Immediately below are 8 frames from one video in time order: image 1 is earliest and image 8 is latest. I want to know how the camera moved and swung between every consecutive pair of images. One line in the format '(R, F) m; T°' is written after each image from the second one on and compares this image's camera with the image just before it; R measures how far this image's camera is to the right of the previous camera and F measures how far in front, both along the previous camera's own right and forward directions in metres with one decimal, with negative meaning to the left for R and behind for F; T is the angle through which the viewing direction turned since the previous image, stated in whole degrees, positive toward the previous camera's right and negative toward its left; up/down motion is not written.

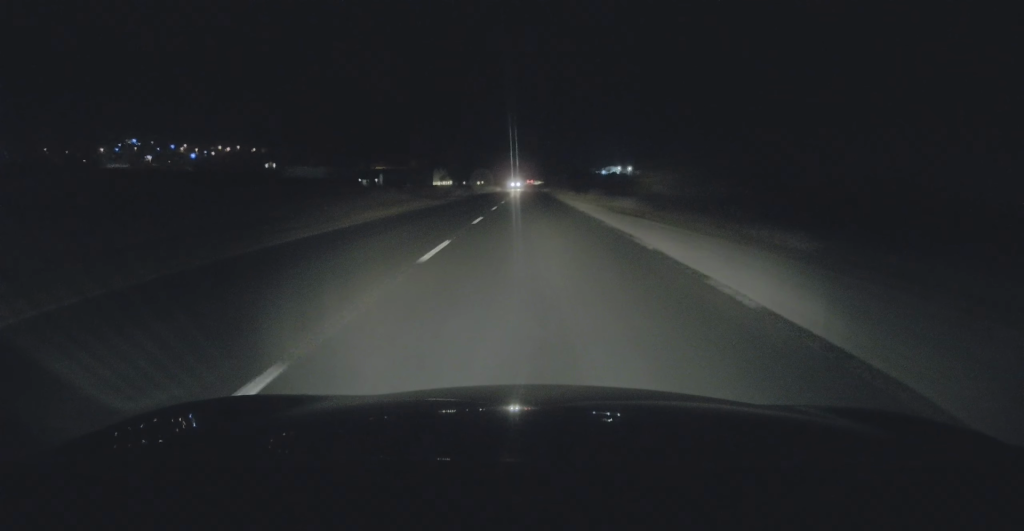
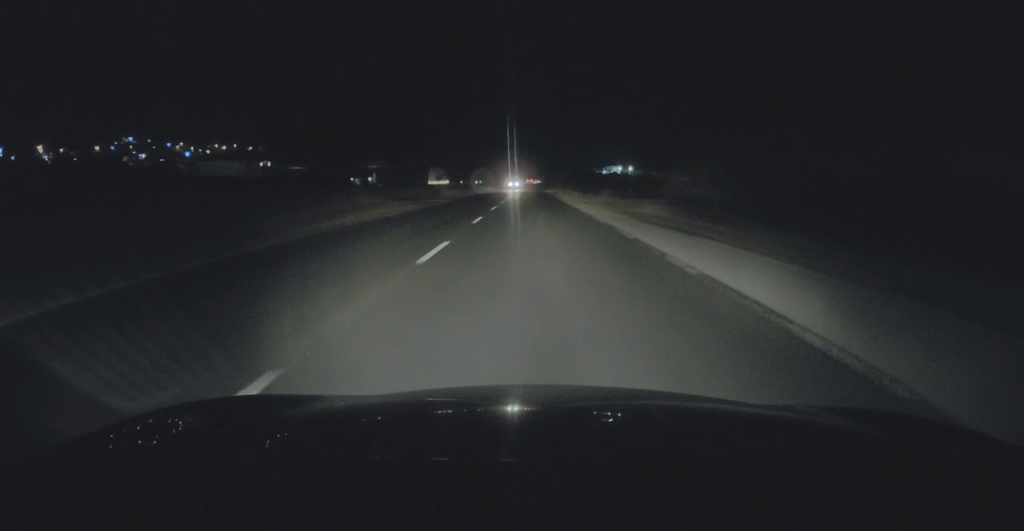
(-0.2, +9.1) m; 0°
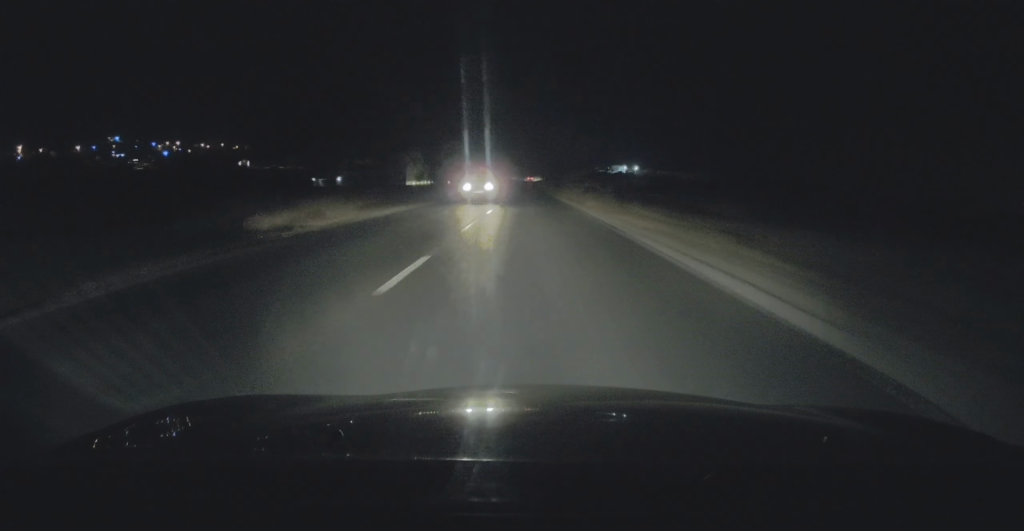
(+0.2, +37.7) m; 0°
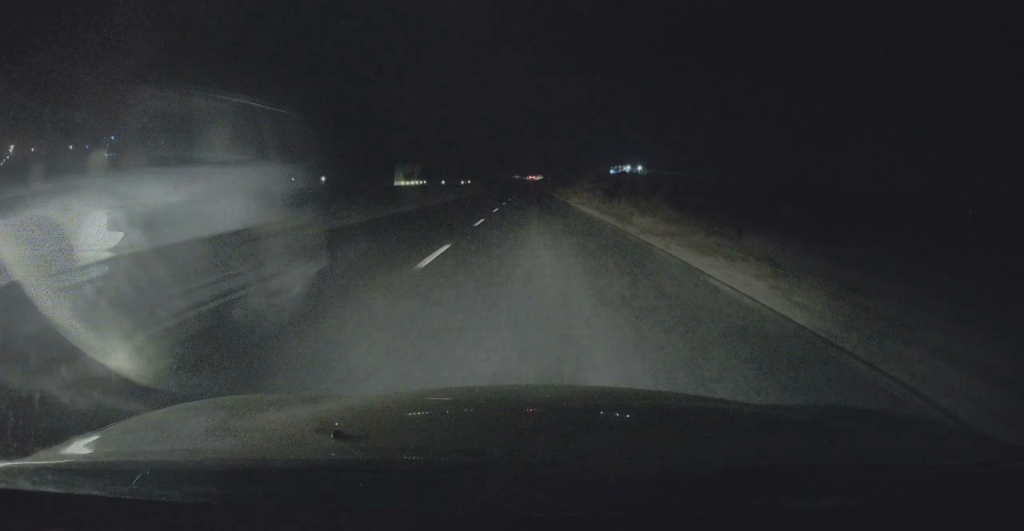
(-0.2, +15.8) m; 0°
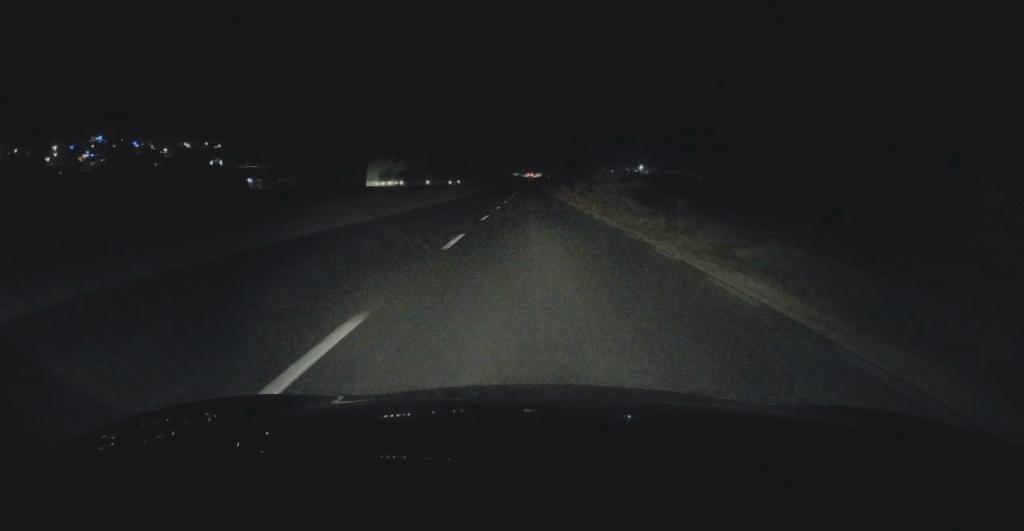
(+0.4, +24.1) m; +1°
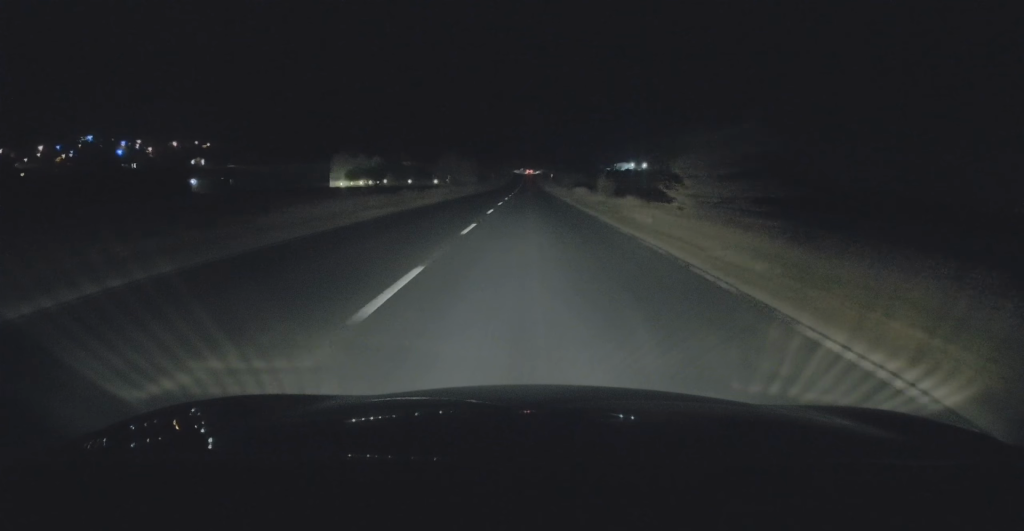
(0.0, +23.3) m; -1°
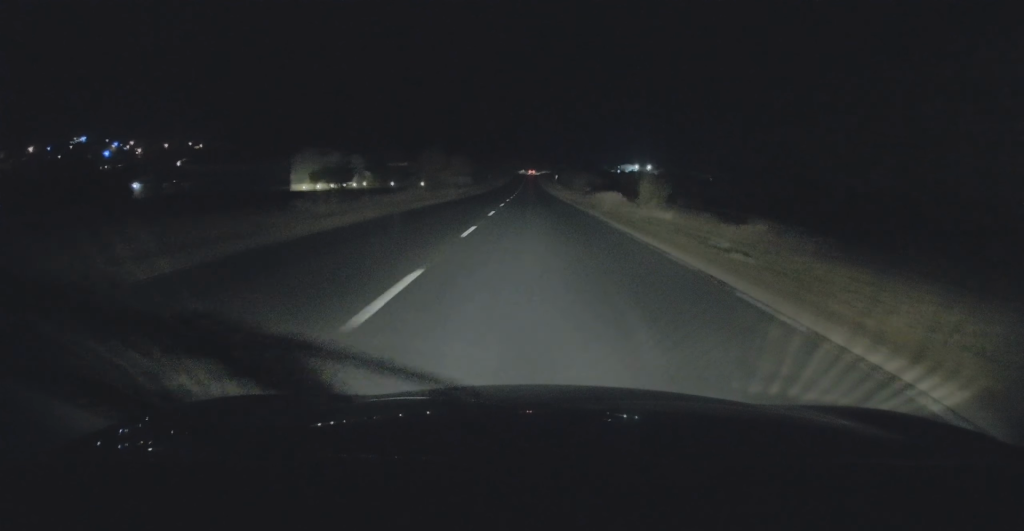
(-0.4, +18.0) m; 0°
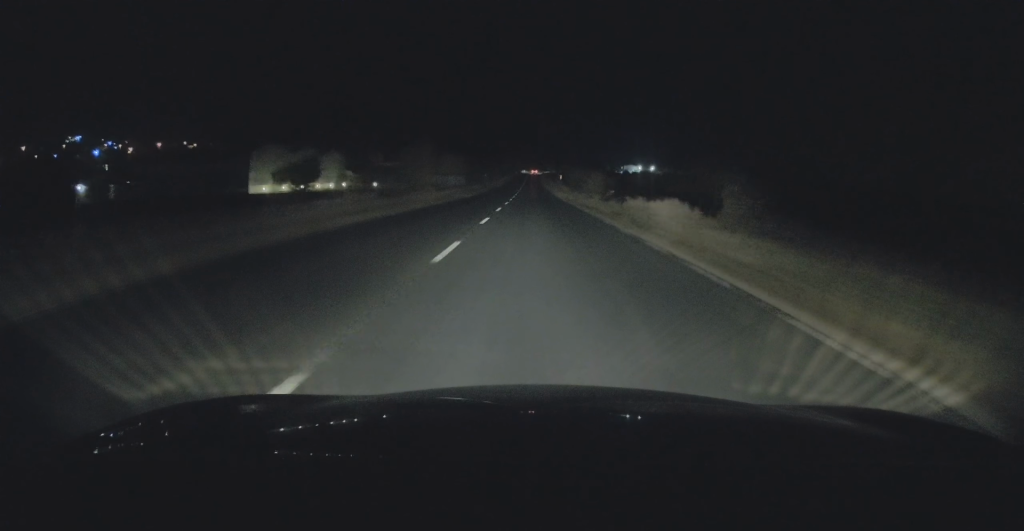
(+0.2, +13.4) m; 0°
